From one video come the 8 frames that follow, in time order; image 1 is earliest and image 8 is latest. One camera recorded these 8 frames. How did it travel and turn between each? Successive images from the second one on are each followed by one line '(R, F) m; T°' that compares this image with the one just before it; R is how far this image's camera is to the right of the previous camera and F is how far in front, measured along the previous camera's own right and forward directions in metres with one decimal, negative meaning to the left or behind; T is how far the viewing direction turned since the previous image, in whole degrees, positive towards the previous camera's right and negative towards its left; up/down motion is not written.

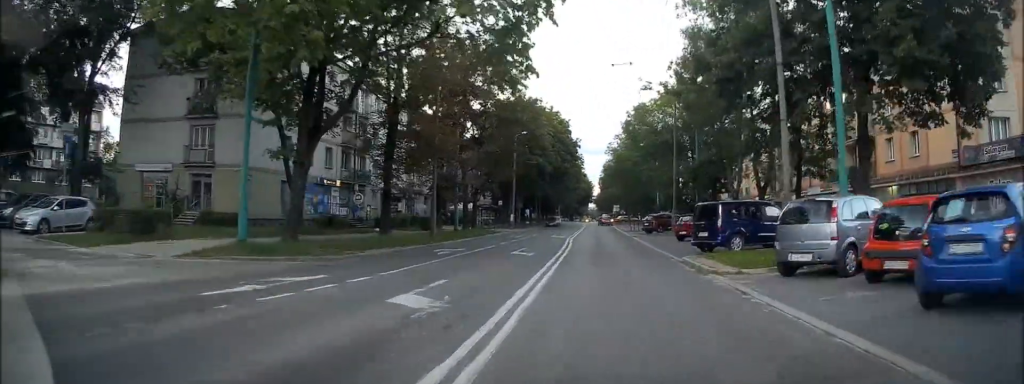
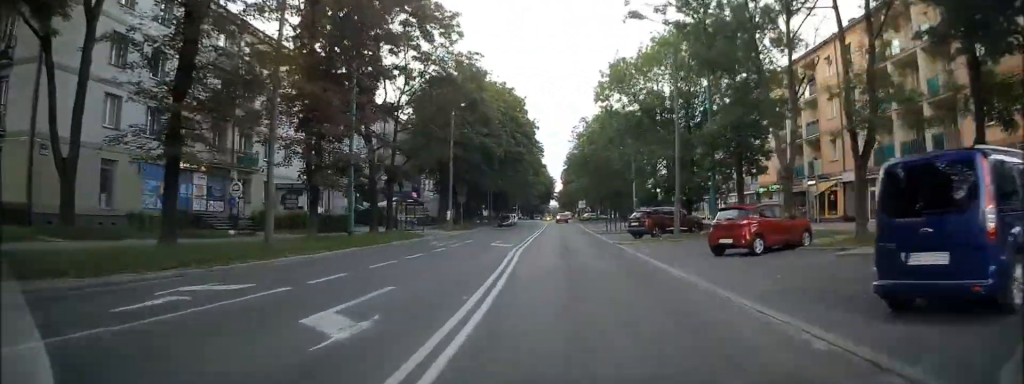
(+0.8, +15.7) m; +3°
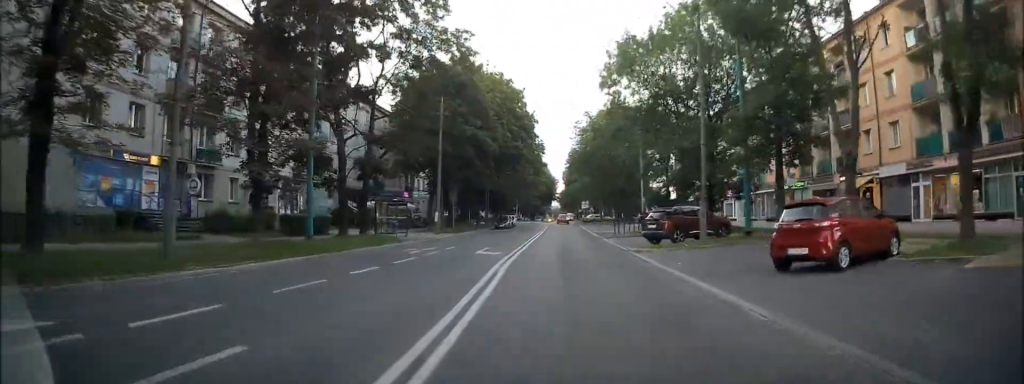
(-0.1, +5.5) m; 0°
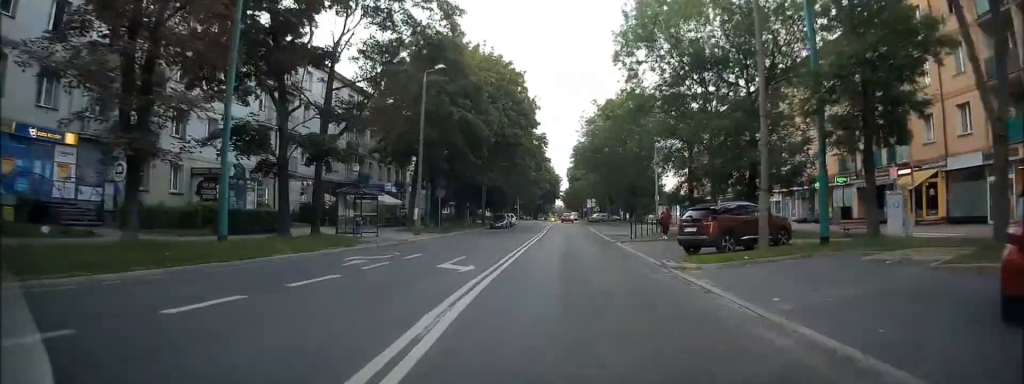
(+0.1, +7.5) m; 0°
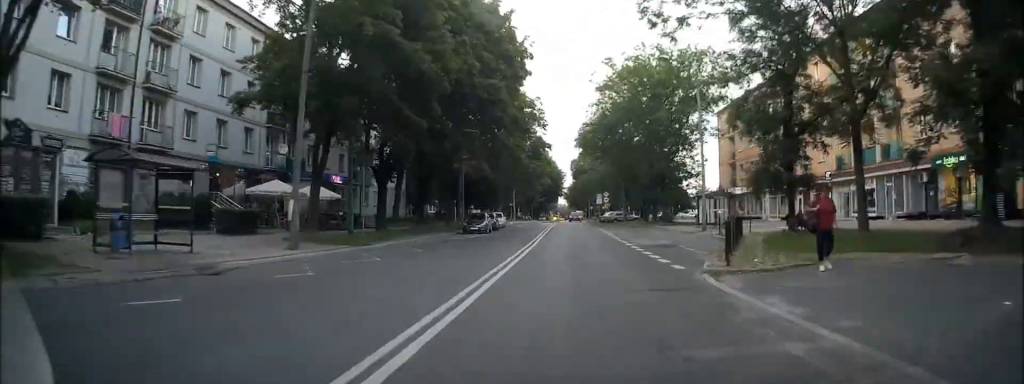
(-0.3, +18.0) m; -2°
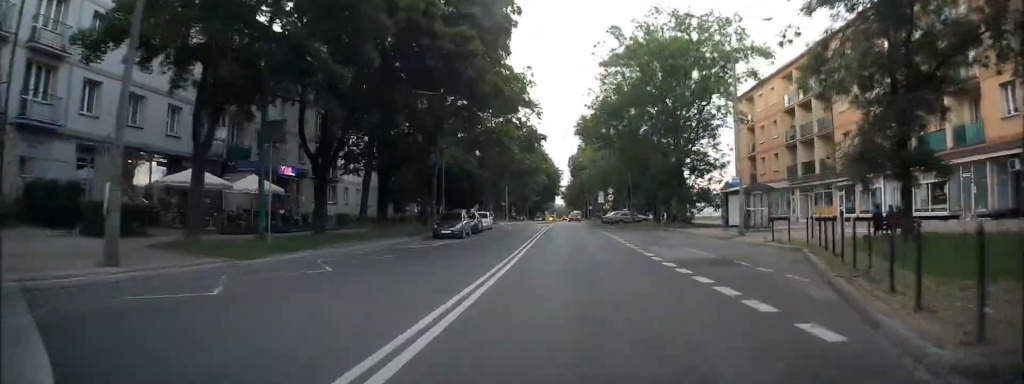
(-0.2, +9.1) m; +1°
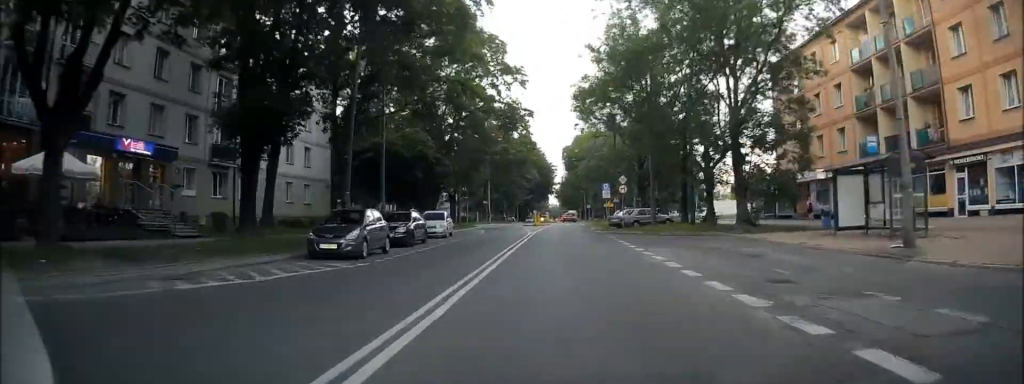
(+0.6, +16.1) m; +2°
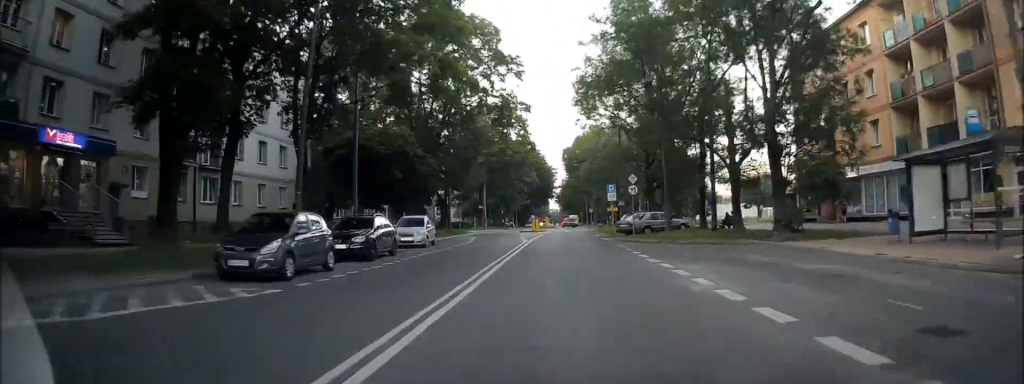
(0.0, +5.2) m; 0°
